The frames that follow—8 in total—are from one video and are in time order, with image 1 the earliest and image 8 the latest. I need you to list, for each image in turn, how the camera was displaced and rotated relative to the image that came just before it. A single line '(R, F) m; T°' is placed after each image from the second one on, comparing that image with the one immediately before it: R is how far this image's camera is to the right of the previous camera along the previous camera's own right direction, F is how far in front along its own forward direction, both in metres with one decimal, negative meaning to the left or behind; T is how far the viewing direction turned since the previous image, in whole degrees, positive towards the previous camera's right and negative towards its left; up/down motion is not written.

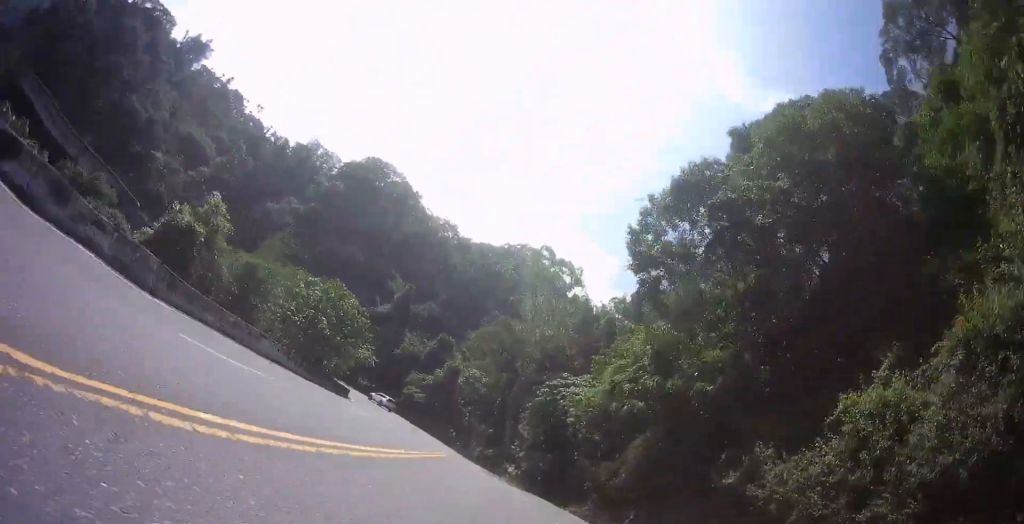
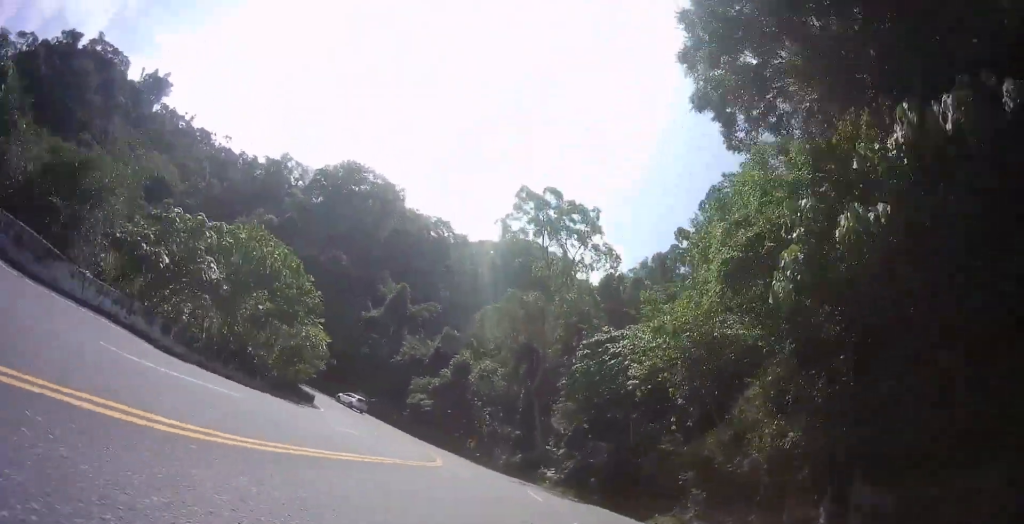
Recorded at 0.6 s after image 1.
(-0.2, +11.5) m; -4°
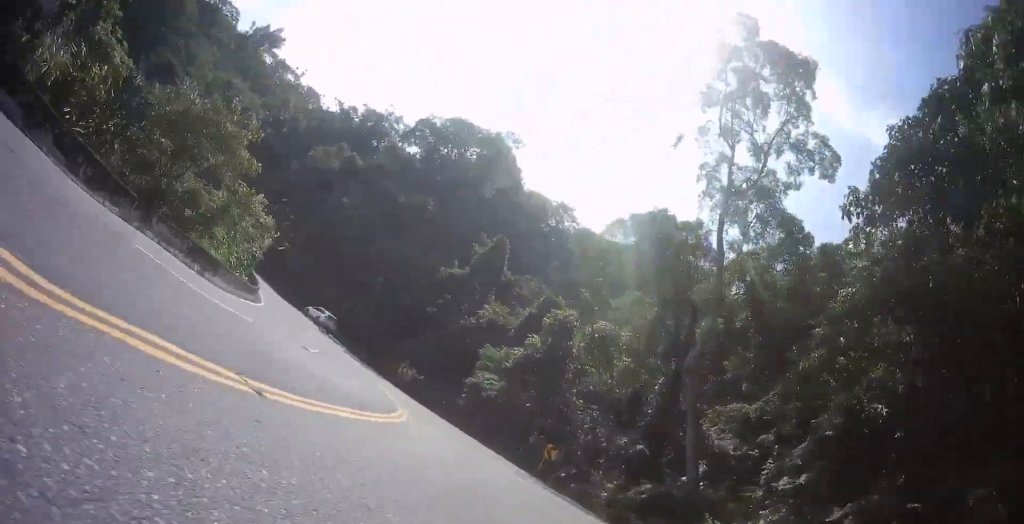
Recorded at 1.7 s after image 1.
(-1.6, +22.1) m; -7°
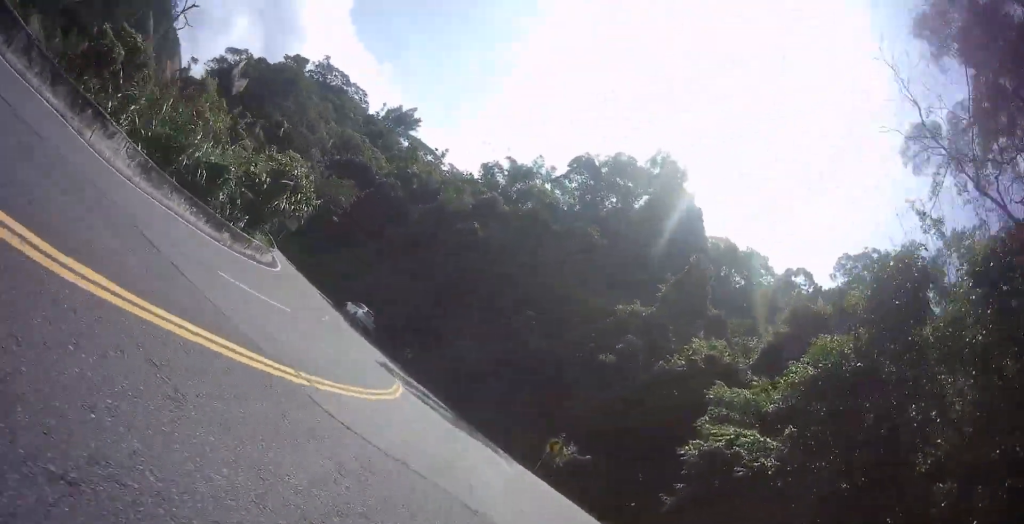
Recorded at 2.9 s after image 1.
(-1.6, +21.5) m; -10°
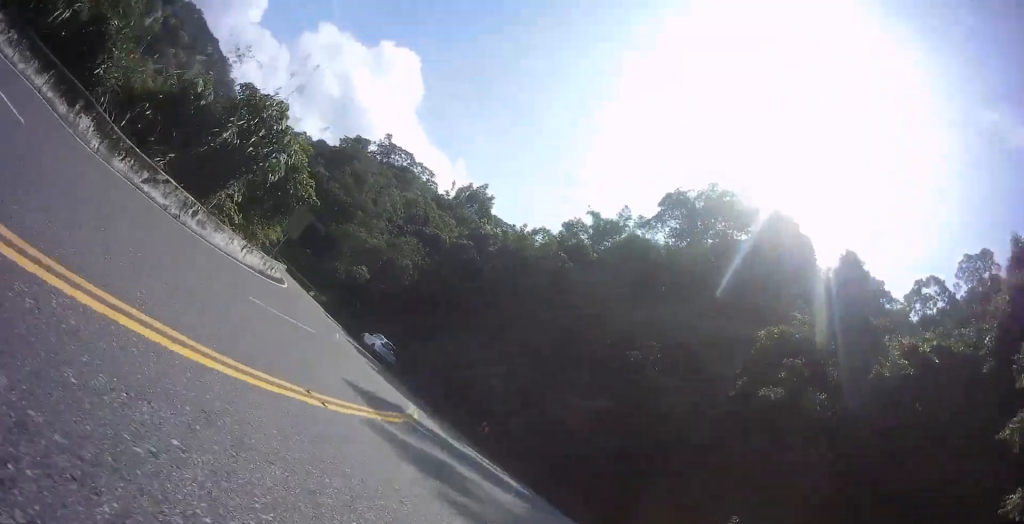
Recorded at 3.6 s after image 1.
(-1.3, +11.7) m; -4°
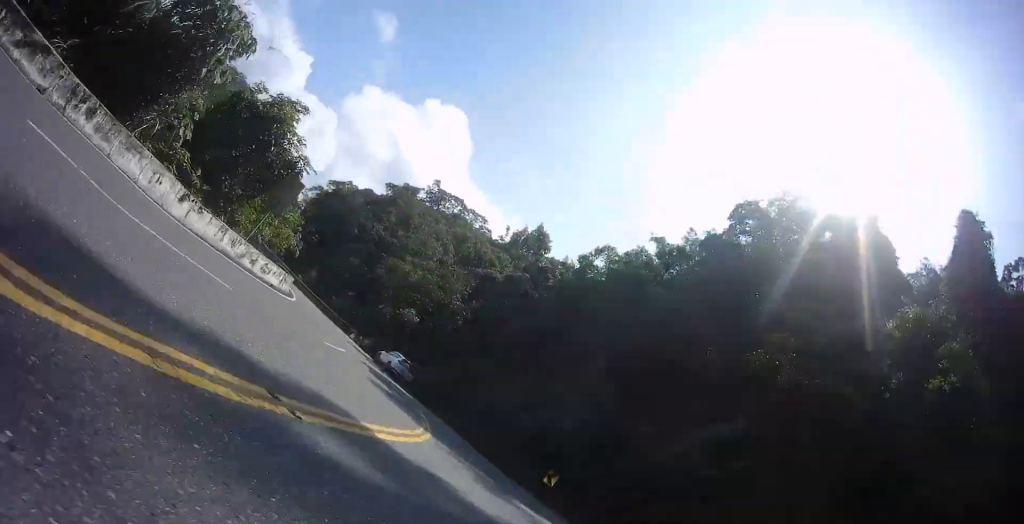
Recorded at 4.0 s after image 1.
(-0.1, +6.8) m; -4°
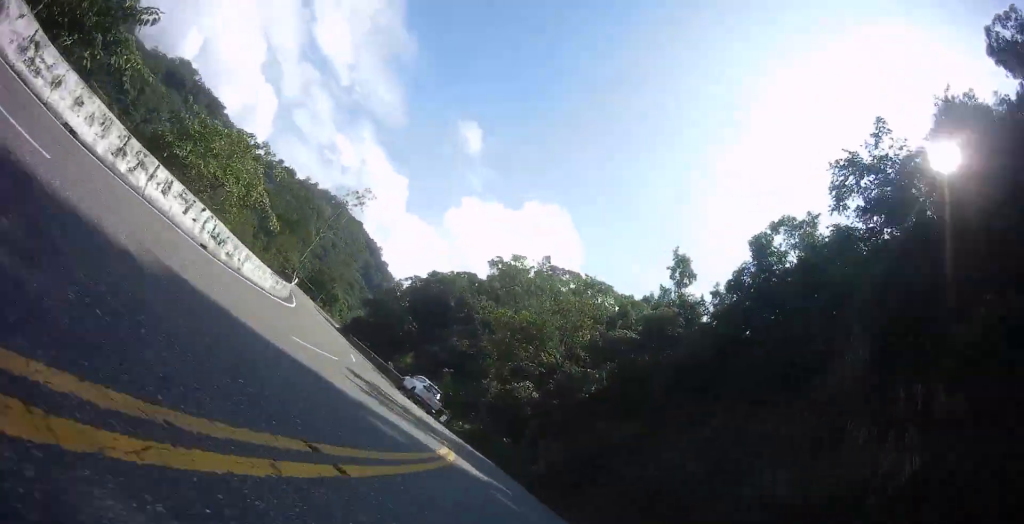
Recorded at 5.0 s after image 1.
(-0.8, +14.9) m; -13°
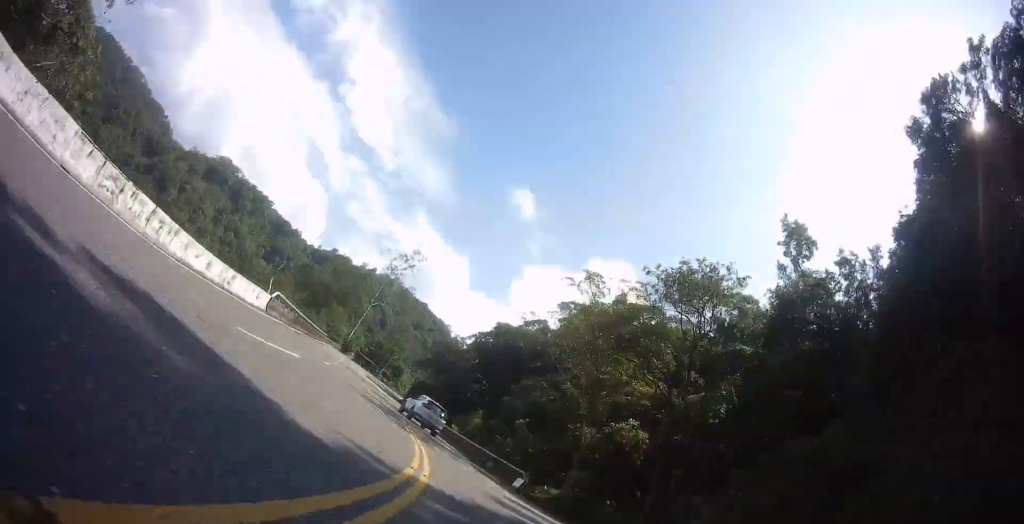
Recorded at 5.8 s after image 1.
(-1.8, +10.9) m; -11°
